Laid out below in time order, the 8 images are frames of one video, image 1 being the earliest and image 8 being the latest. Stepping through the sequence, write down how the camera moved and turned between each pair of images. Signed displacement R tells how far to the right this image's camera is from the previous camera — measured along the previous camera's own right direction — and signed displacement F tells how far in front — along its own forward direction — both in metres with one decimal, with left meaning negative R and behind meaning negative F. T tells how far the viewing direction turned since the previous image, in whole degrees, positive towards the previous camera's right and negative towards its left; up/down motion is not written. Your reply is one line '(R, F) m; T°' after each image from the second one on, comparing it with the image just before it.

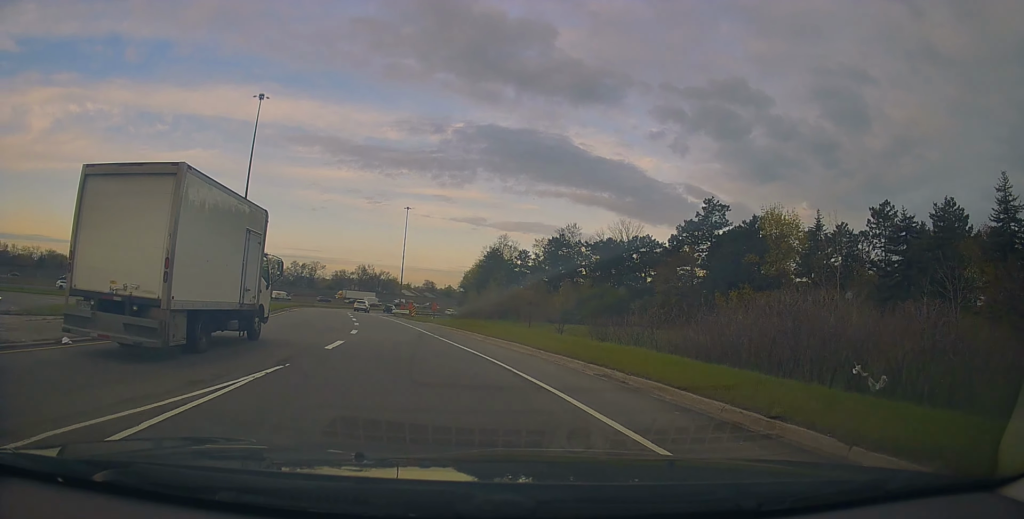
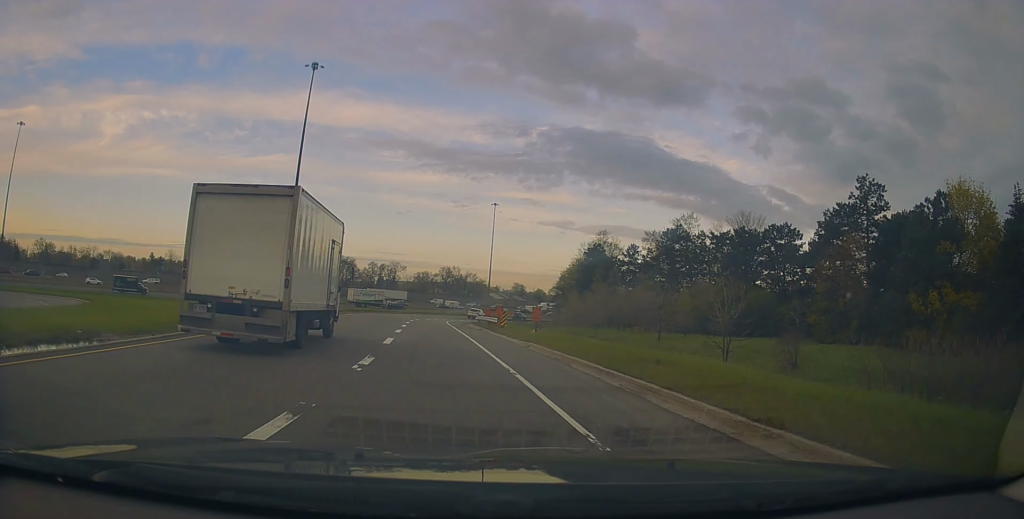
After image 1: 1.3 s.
(-1.5, +16.3) m; -8°
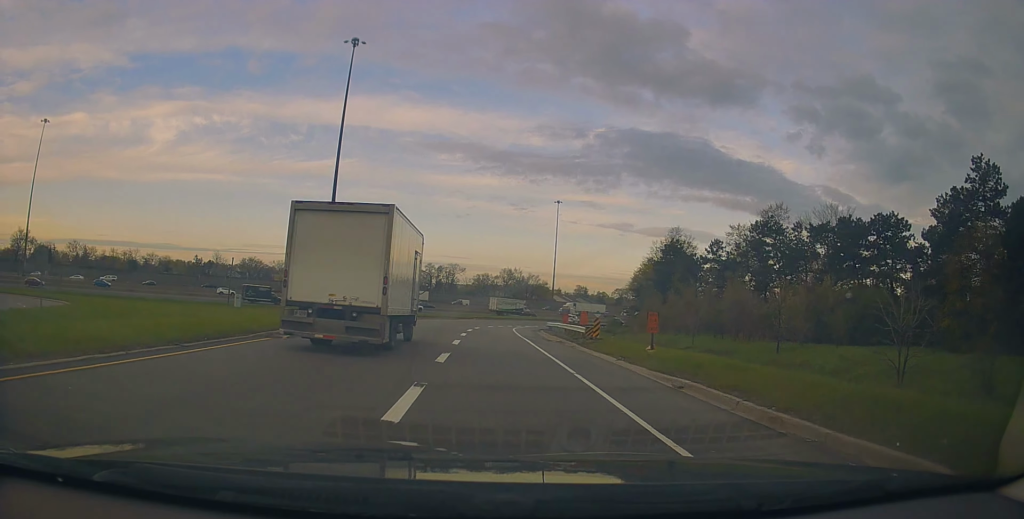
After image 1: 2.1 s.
(-0.3, +10.0) m; -5°
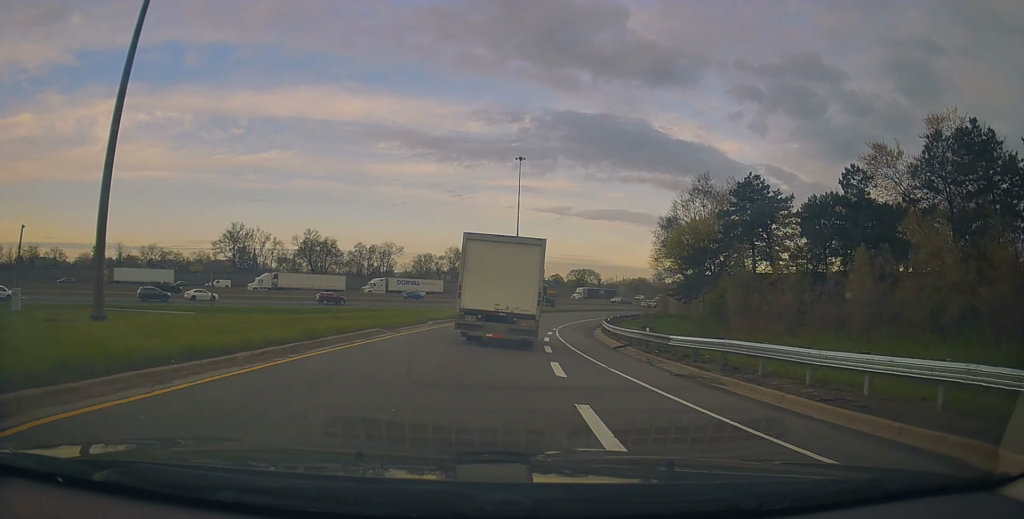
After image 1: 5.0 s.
(-2.1, +38.7) m; 0°
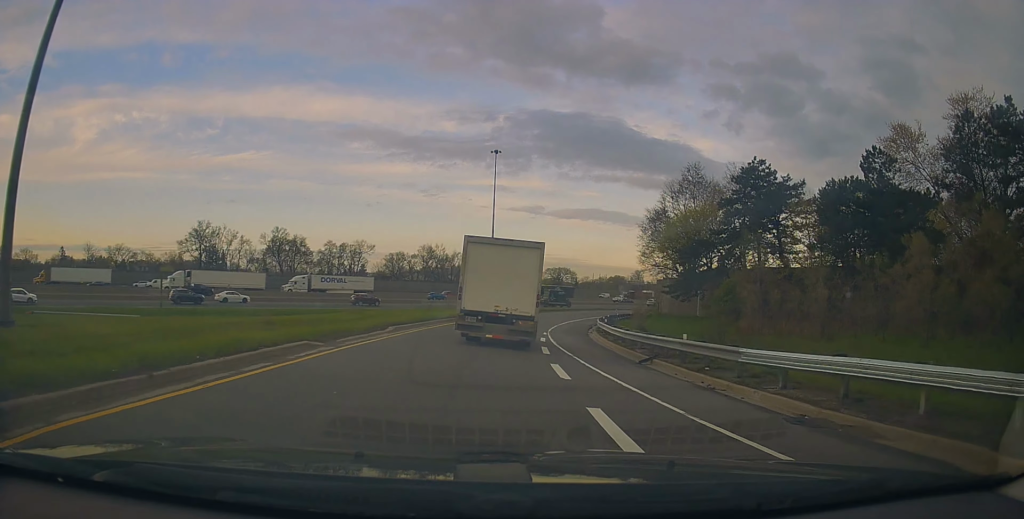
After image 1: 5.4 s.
(-0.1, +6.0) m; +2°
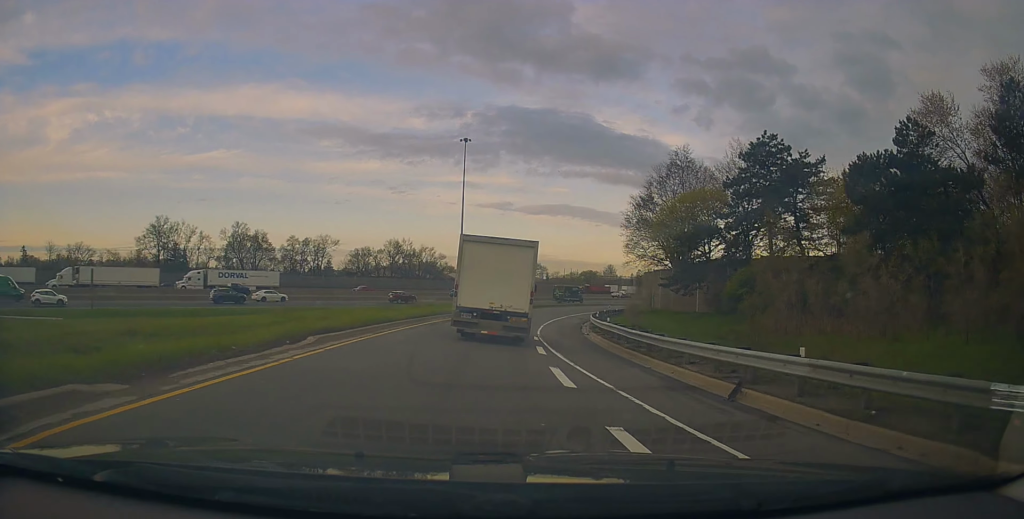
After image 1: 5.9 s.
(0.0, +7.1) m; +2°
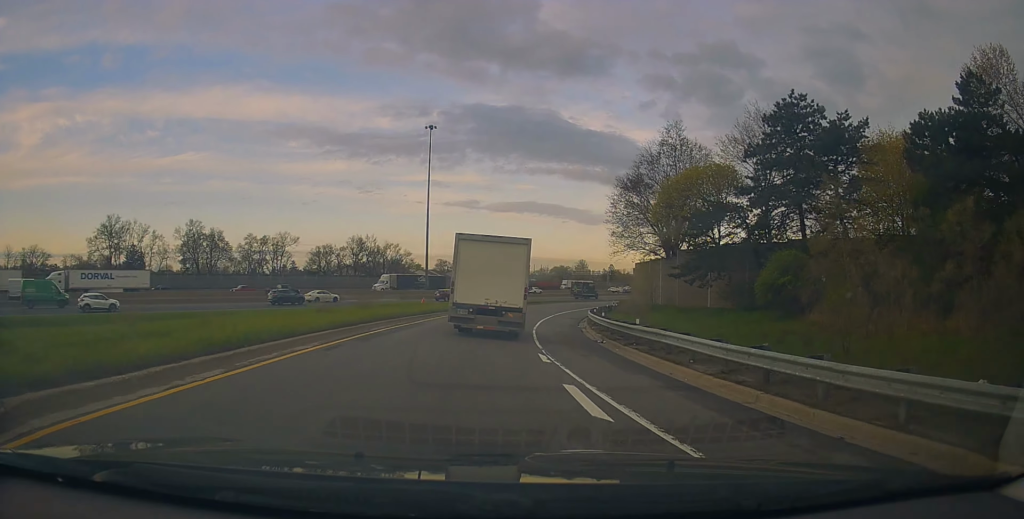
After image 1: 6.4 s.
(+0.6, +9.1) m; +3°
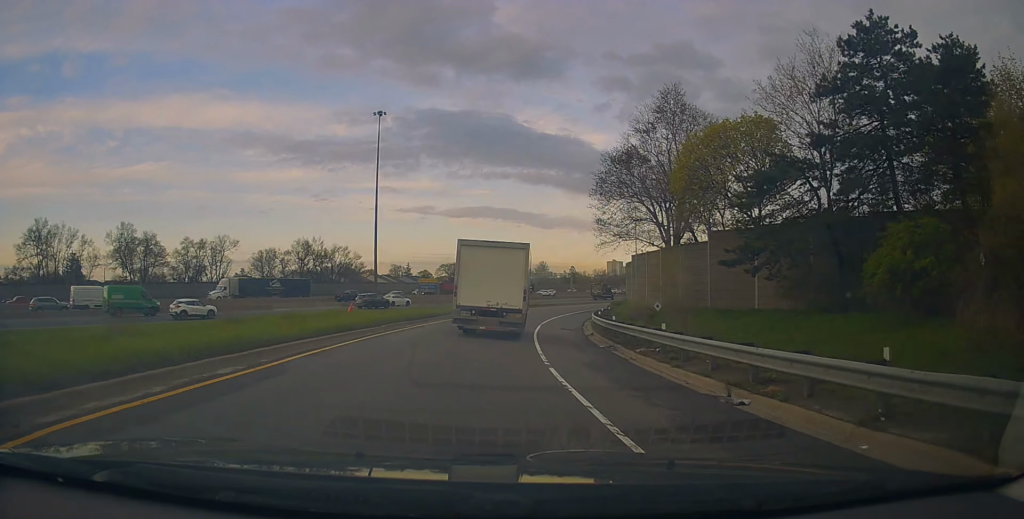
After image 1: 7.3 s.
(+0.5, +13.7) m; +4°
